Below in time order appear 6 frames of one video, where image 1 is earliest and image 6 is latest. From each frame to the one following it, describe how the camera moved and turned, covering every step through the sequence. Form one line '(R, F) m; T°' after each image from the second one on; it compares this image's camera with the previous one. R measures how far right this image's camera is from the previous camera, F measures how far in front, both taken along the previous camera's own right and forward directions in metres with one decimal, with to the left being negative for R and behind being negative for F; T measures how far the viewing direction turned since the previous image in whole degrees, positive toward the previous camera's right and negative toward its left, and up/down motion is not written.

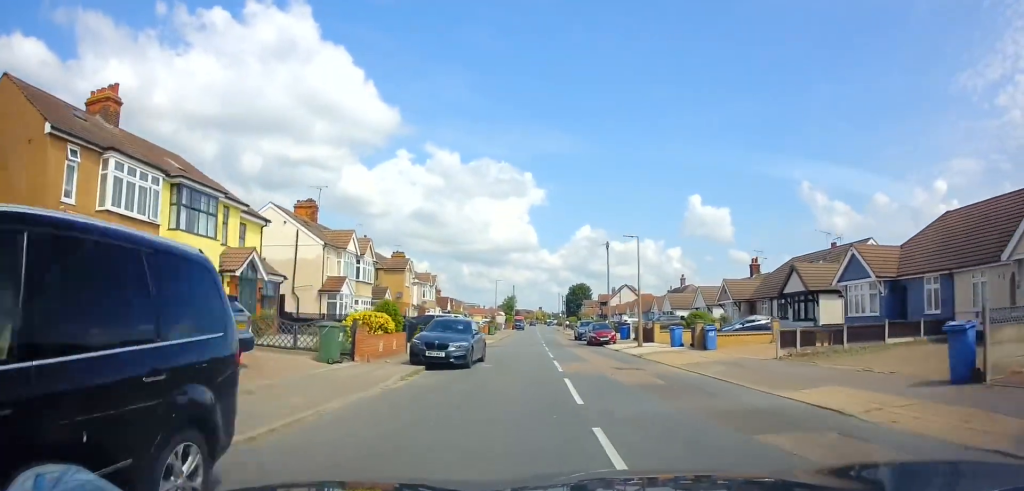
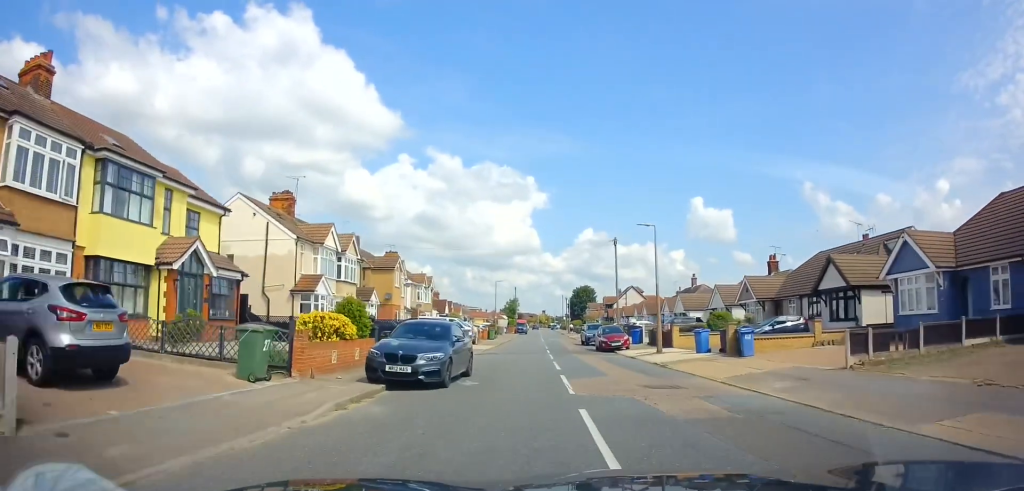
(0.0, +4.3) m; +1°
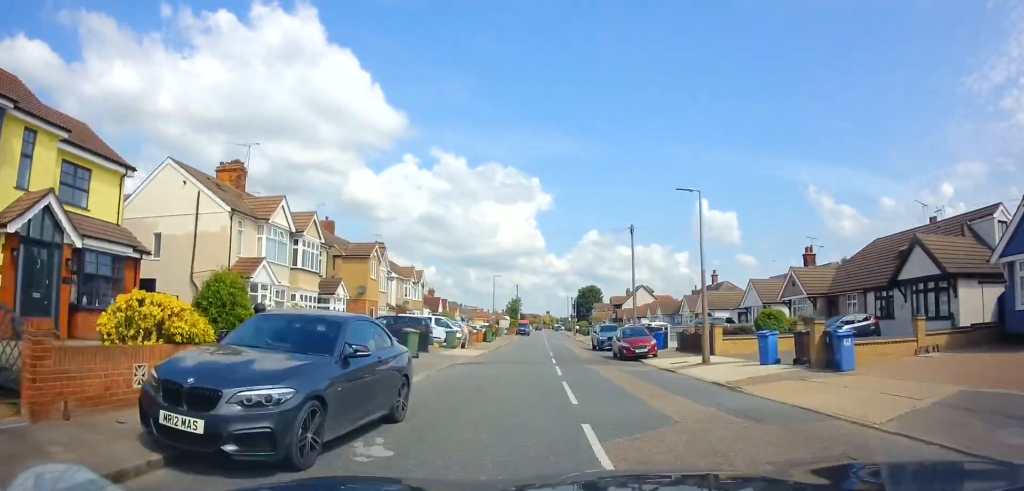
(0.0, +7.7) m; +1°
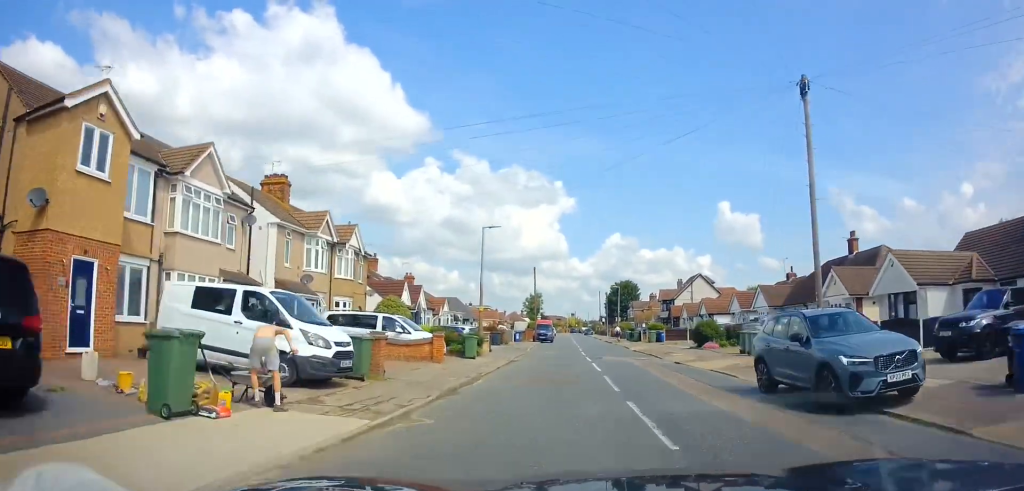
(-0.9, +26.7) m; -3°
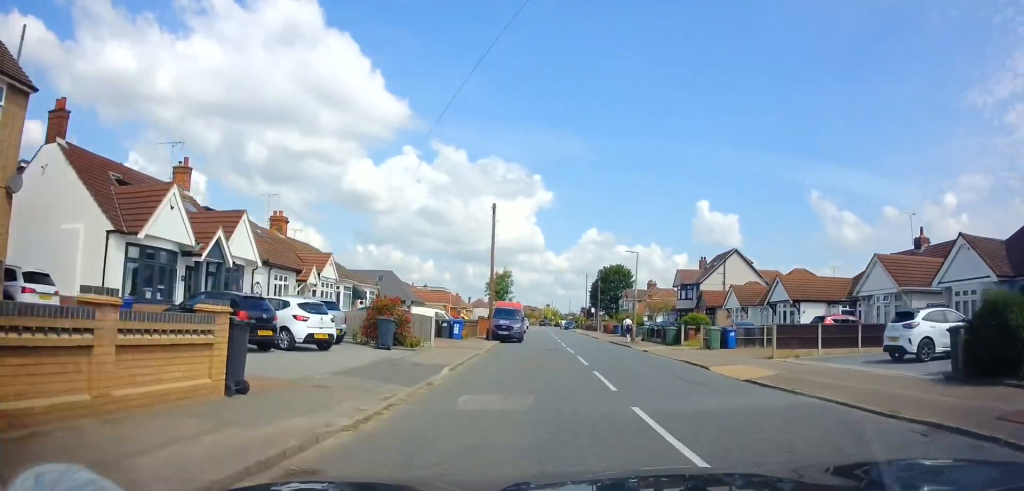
(0.0, +25.5) m; +2°
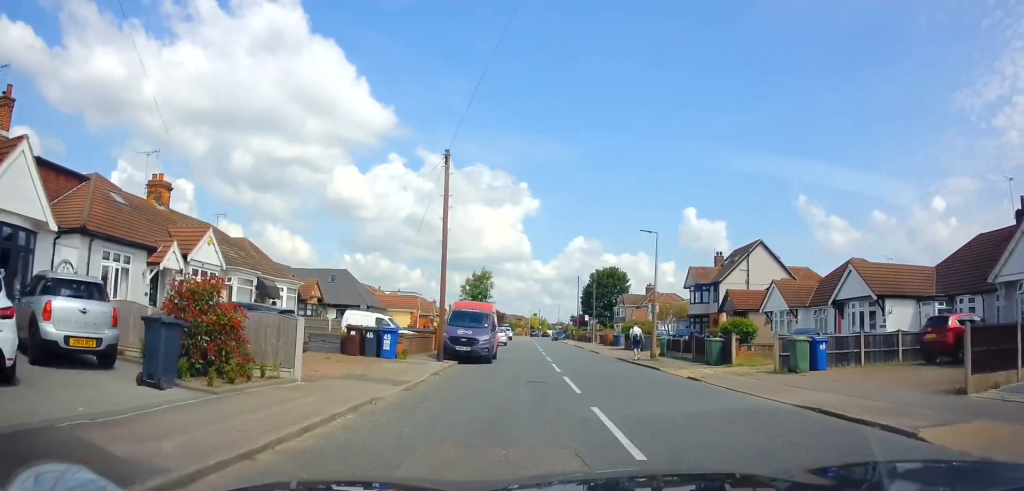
(+0.2, +10.7) m; +2°
